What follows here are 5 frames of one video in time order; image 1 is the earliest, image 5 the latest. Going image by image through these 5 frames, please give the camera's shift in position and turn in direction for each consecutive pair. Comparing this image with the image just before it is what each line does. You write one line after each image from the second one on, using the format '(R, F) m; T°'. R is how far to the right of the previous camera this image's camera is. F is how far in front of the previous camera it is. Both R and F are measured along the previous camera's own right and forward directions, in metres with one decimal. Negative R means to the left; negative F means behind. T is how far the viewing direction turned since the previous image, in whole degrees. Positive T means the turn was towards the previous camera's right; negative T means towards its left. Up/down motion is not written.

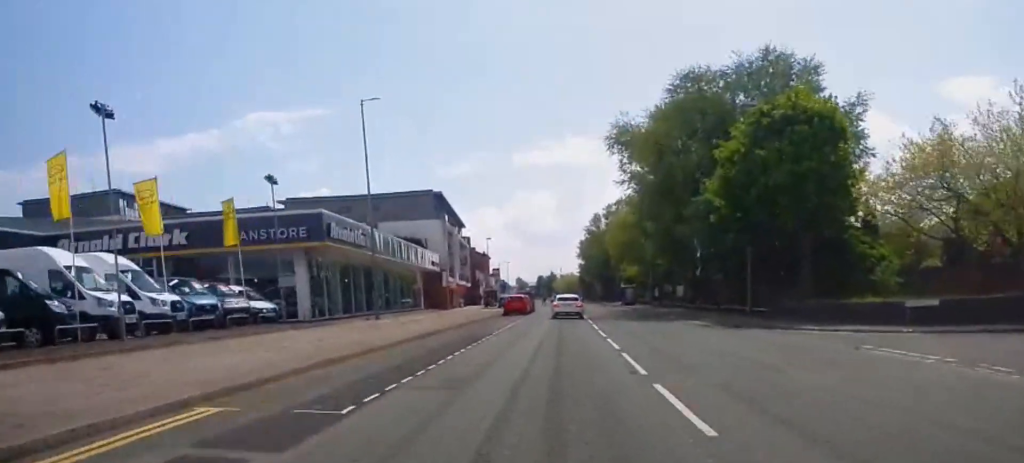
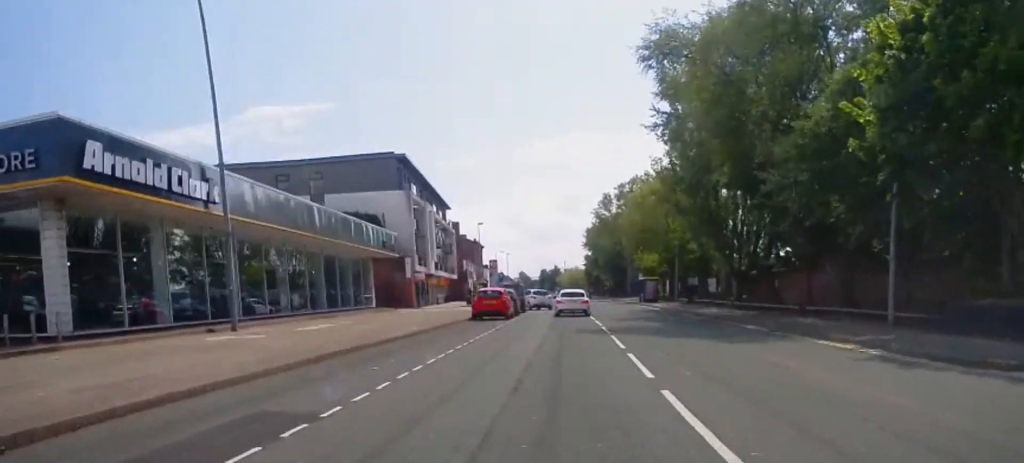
(+0.1, +19.5) m; 0°
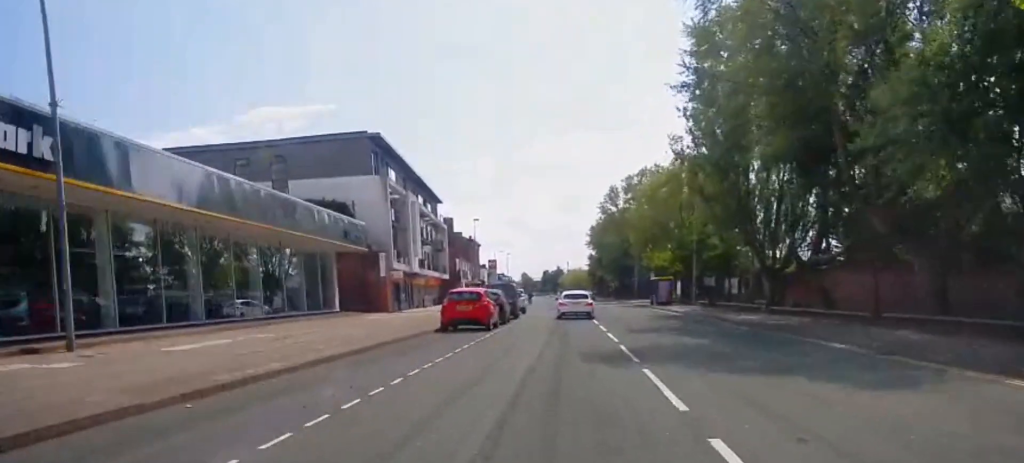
(+0.1, +9.0) m; 0°
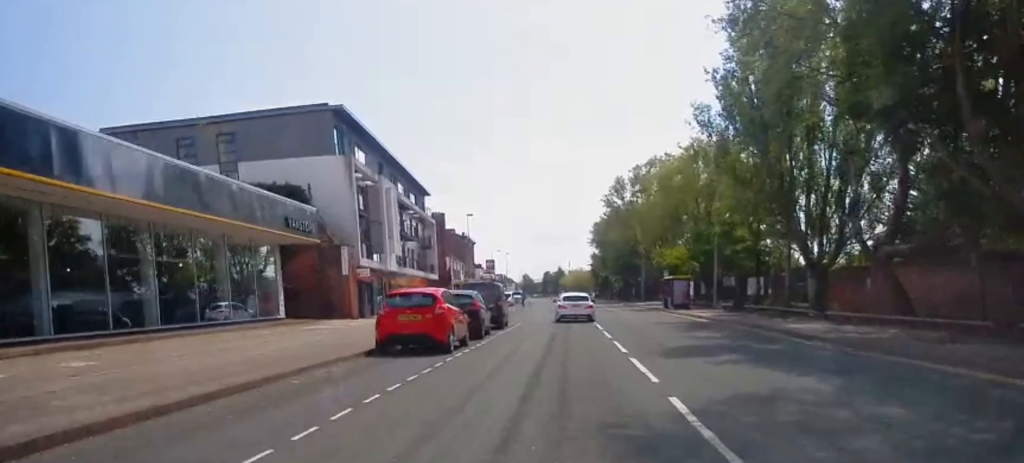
(-0.2, +9.0) m; -1°
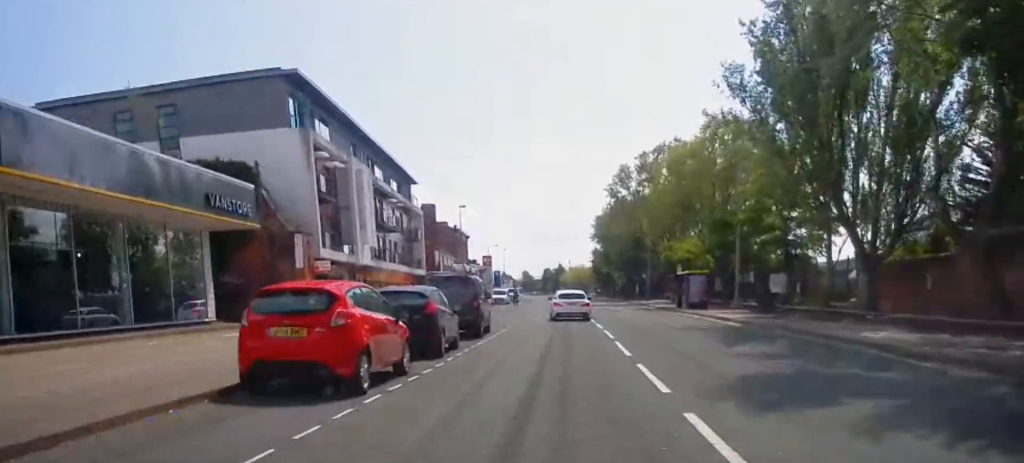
(-0.1, +7.7) m; 0°
